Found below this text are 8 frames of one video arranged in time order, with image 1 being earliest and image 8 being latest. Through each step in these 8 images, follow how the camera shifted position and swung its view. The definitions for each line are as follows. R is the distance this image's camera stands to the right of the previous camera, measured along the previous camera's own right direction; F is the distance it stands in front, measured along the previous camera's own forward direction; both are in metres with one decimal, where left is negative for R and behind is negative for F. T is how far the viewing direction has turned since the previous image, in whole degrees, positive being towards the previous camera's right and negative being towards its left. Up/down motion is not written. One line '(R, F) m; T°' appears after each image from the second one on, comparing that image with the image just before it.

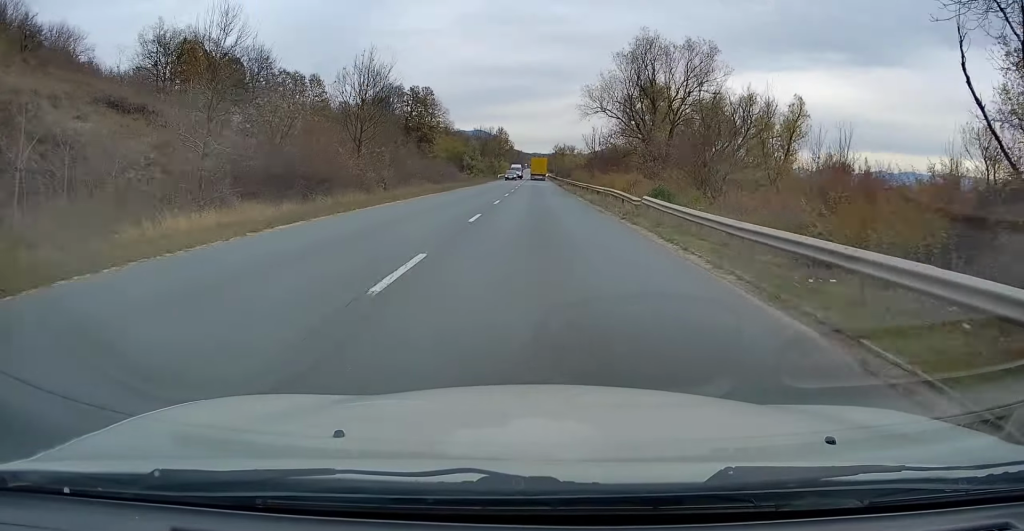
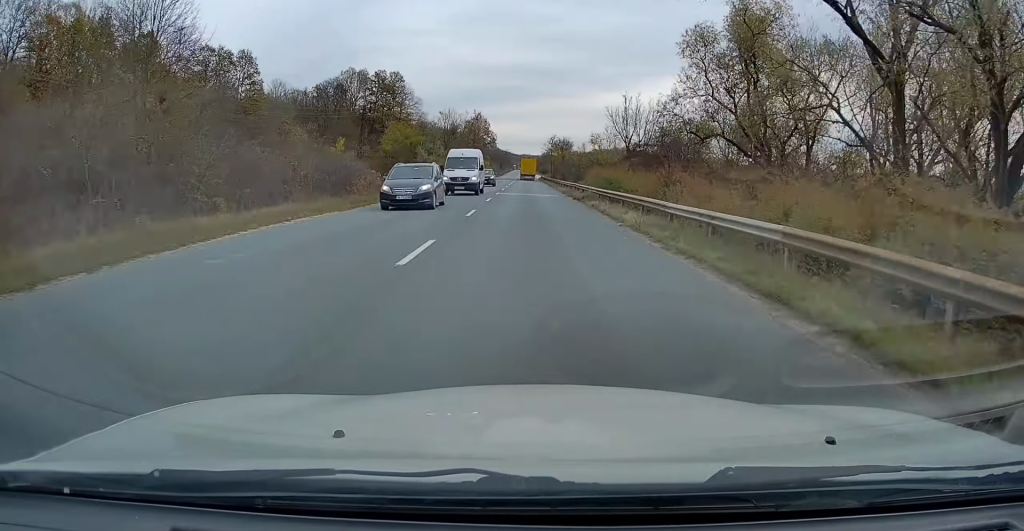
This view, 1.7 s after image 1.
(+0.3, +37.4) m; +1°
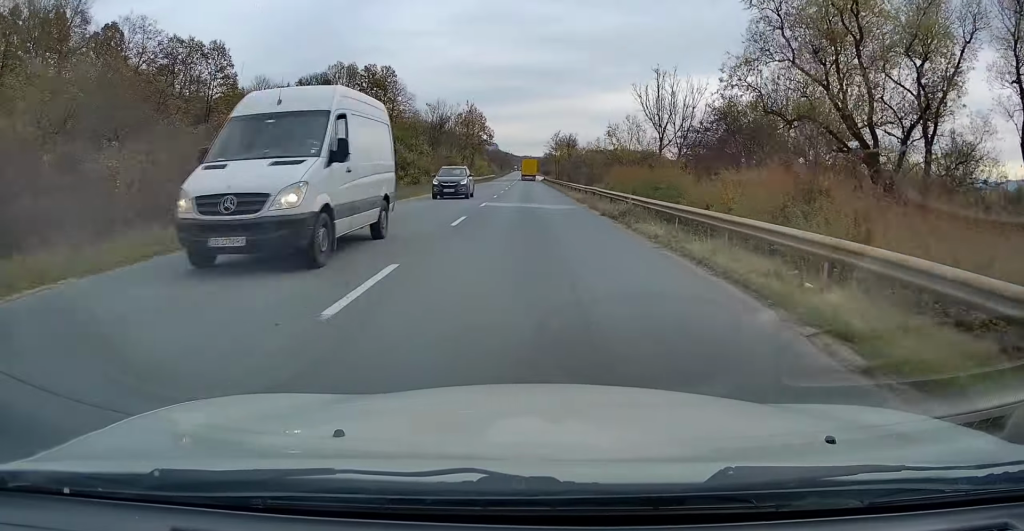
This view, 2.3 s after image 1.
(-0.1, +12.9) m; 0°
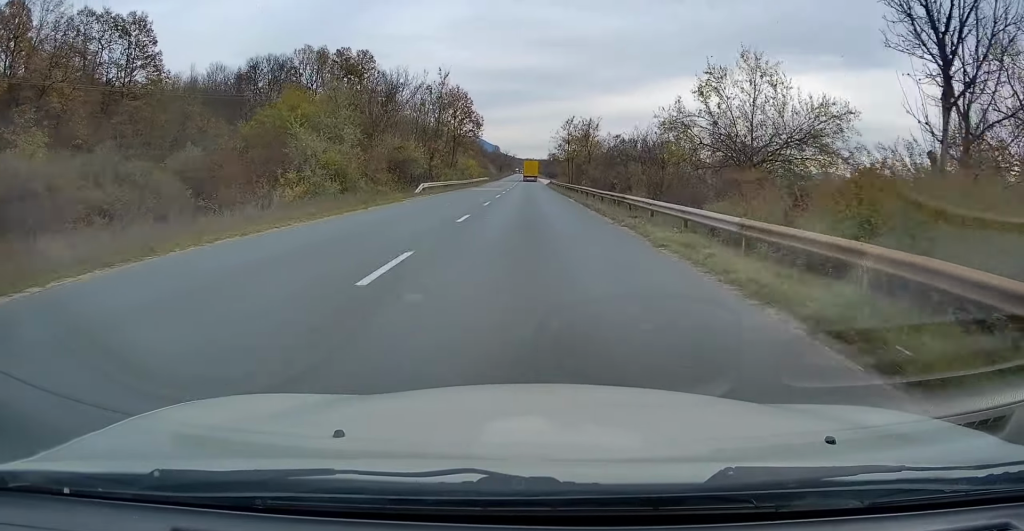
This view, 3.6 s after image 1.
(+0.1, +27.7) m; 0°
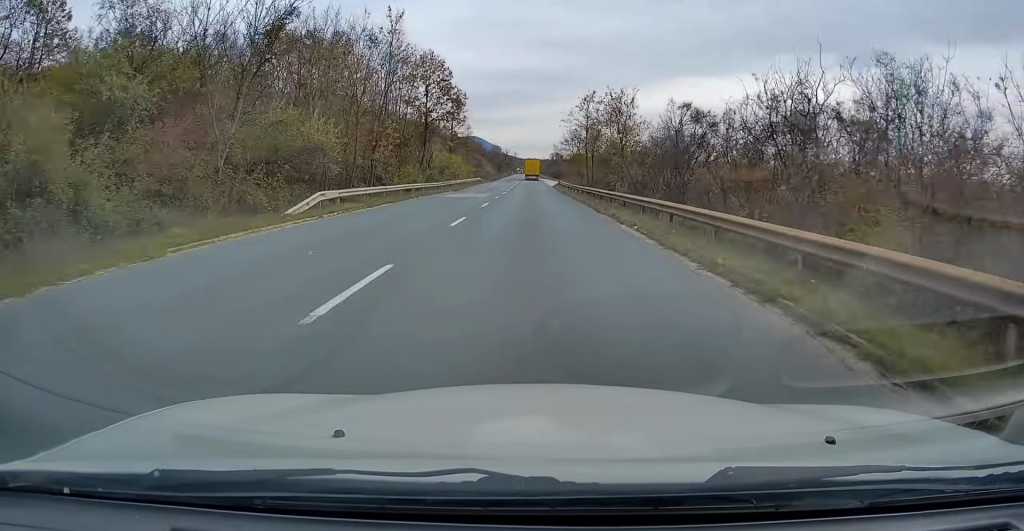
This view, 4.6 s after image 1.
(-0.2, +21.3) m; 0°
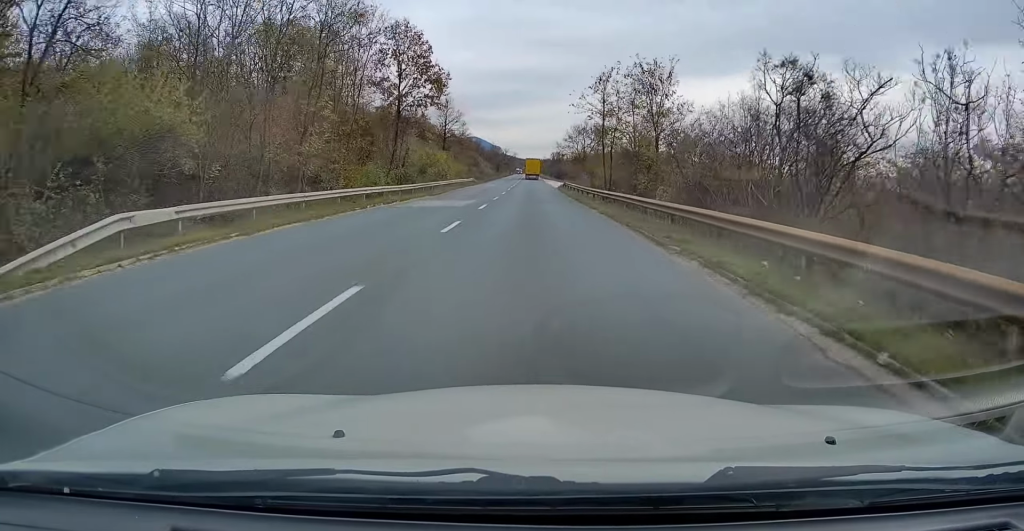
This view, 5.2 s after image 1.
(-0.1, +11.4) m; 0°
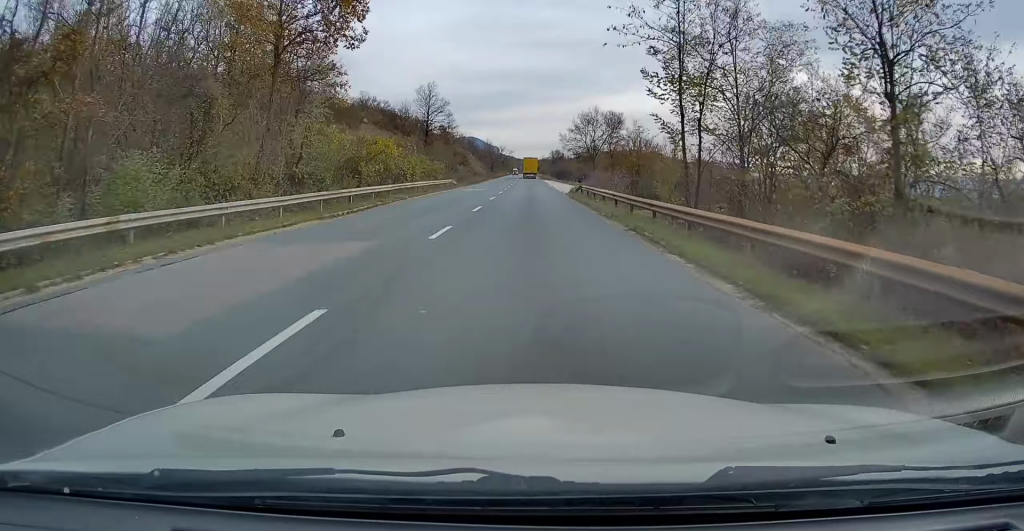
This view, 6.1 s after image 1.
(+0.1, +20.8) m; 0°
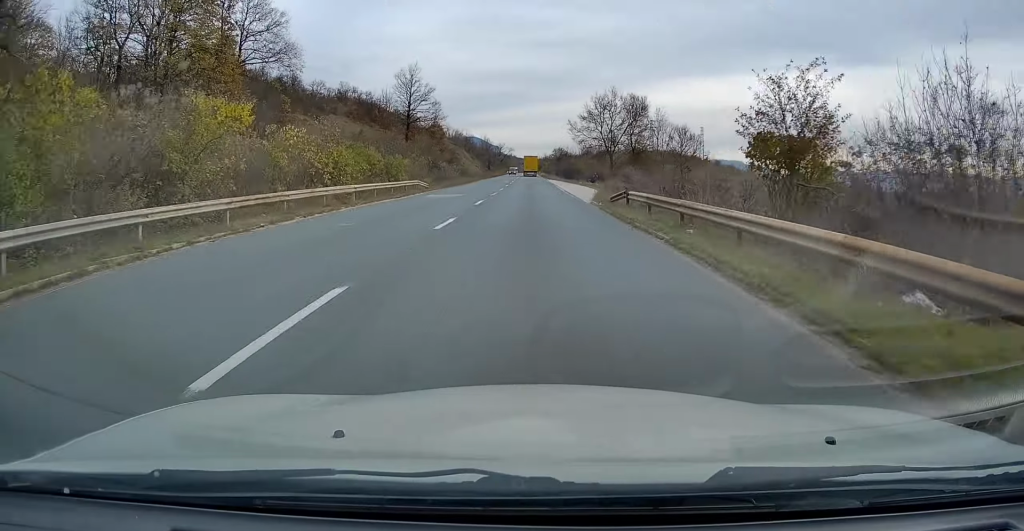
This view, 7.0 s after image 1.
(-0.1, +18.7) m; 0°
